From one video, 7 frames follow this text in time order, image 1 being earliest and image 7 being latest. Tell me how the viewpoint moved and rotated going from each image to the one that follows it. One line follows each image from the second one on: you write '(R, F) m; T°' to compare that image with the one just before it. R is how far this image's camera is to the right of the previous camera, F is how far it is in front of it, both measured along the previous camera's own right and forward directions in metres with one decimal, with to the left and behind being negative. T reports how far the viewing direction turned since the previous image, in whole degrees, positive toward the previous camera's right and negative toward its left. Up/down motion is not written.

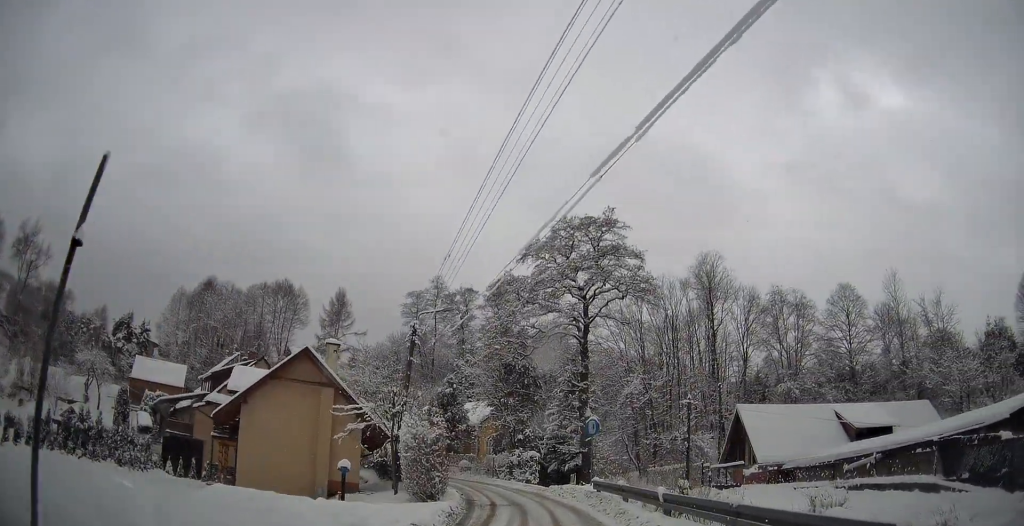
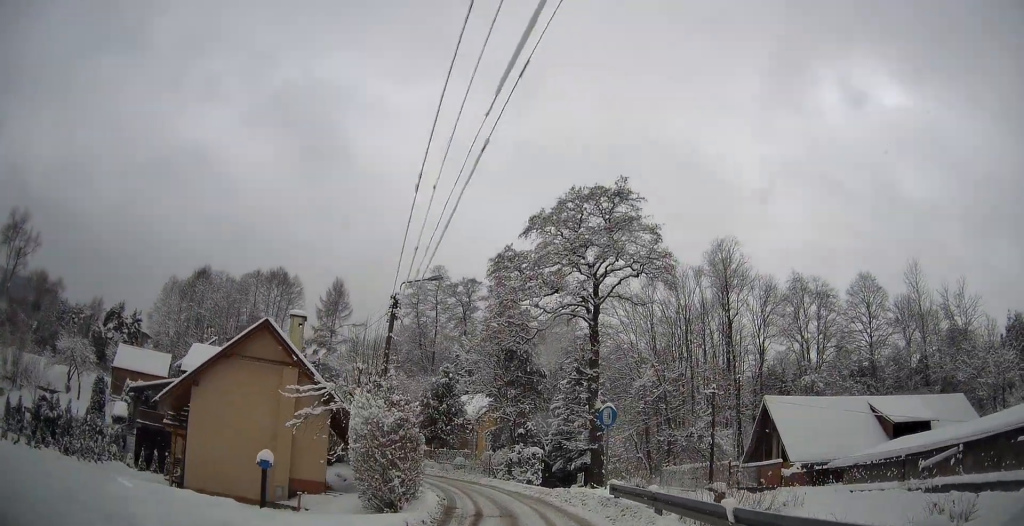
(+0.2, +4.2) m; +5°
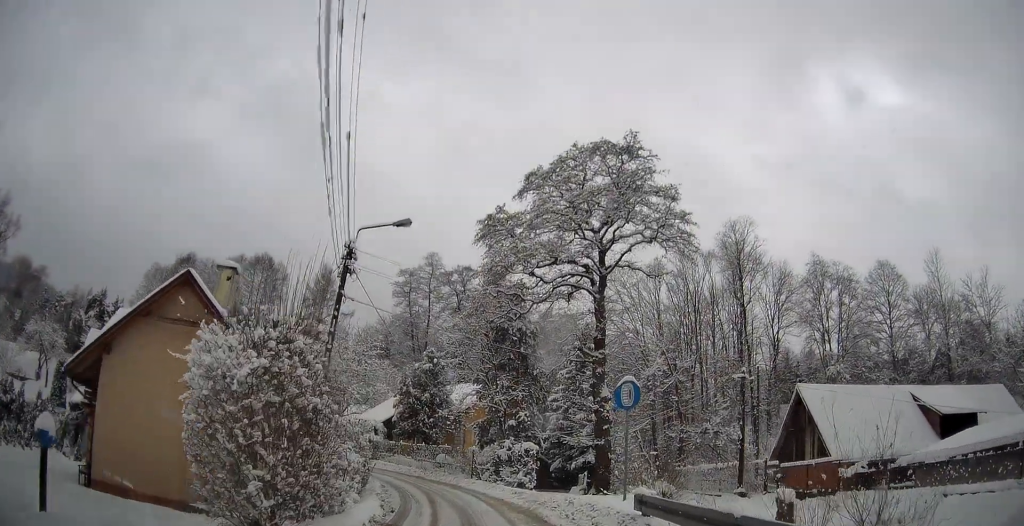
(+0.1, +5.3) m; +1°
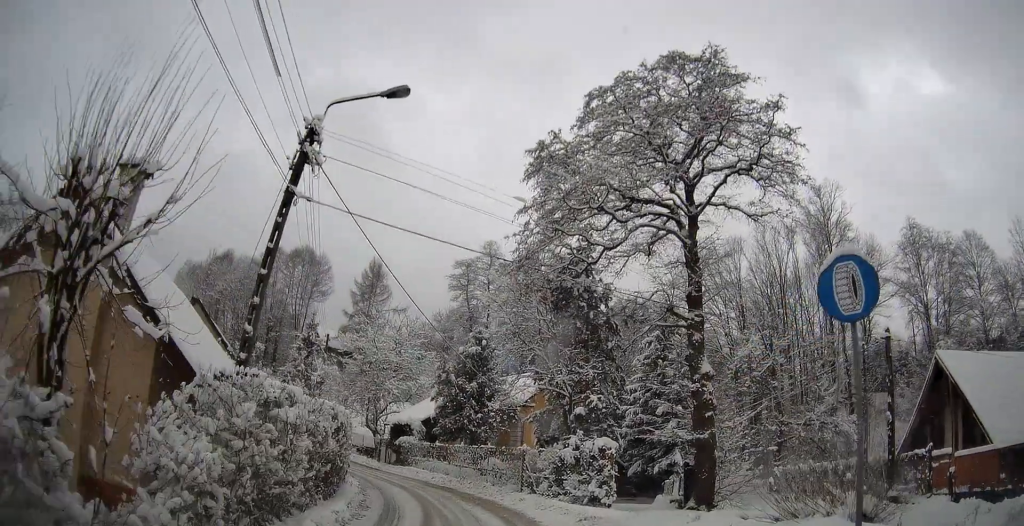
(-0.3, +7.5) m; -9°
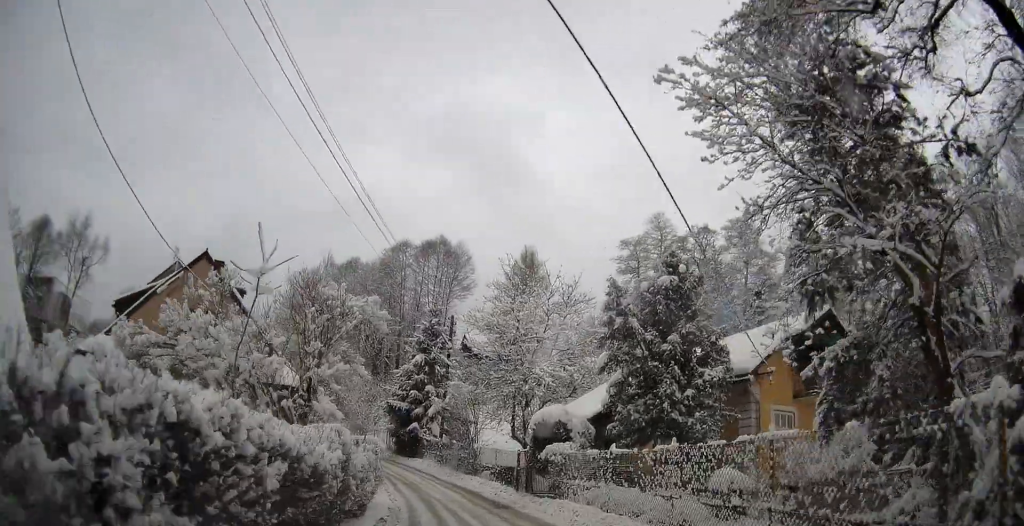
(-2.0, +12.9) m; -16°
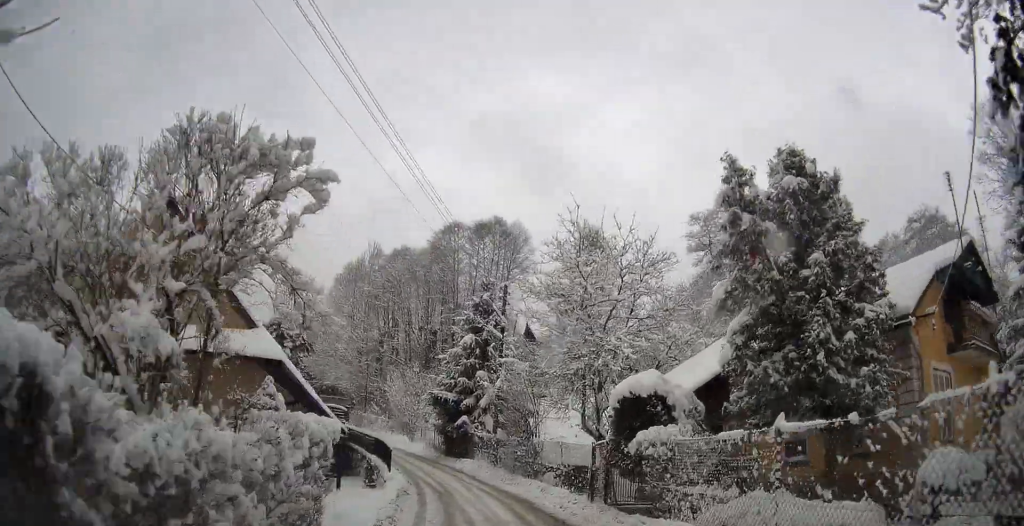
(-0.4, +5.8) m; -9°
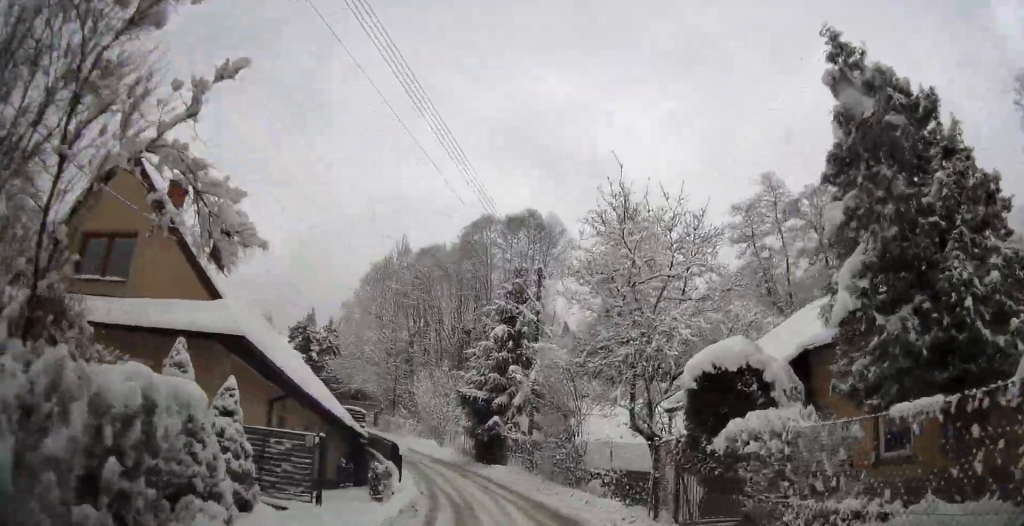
(-0.3, +3.2) m; -3°
